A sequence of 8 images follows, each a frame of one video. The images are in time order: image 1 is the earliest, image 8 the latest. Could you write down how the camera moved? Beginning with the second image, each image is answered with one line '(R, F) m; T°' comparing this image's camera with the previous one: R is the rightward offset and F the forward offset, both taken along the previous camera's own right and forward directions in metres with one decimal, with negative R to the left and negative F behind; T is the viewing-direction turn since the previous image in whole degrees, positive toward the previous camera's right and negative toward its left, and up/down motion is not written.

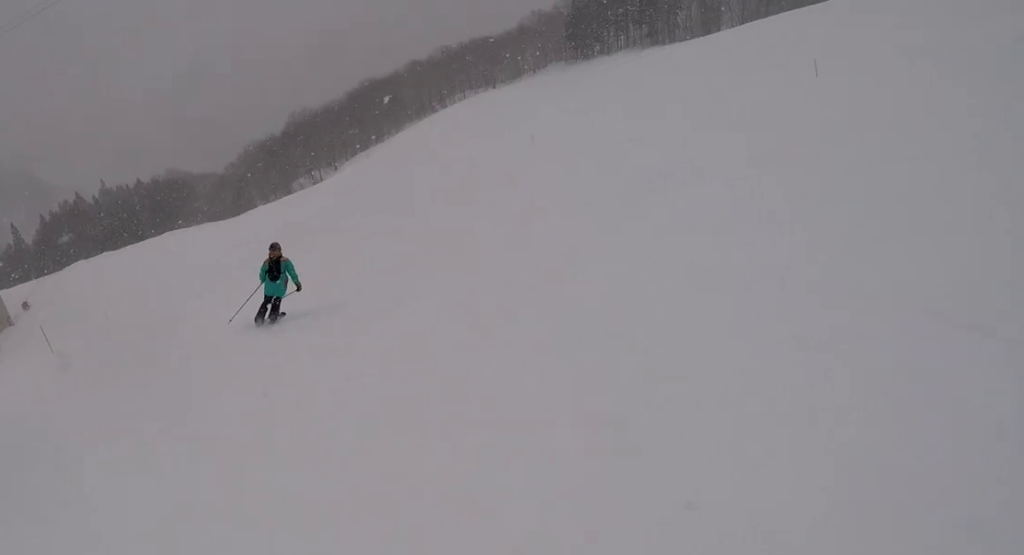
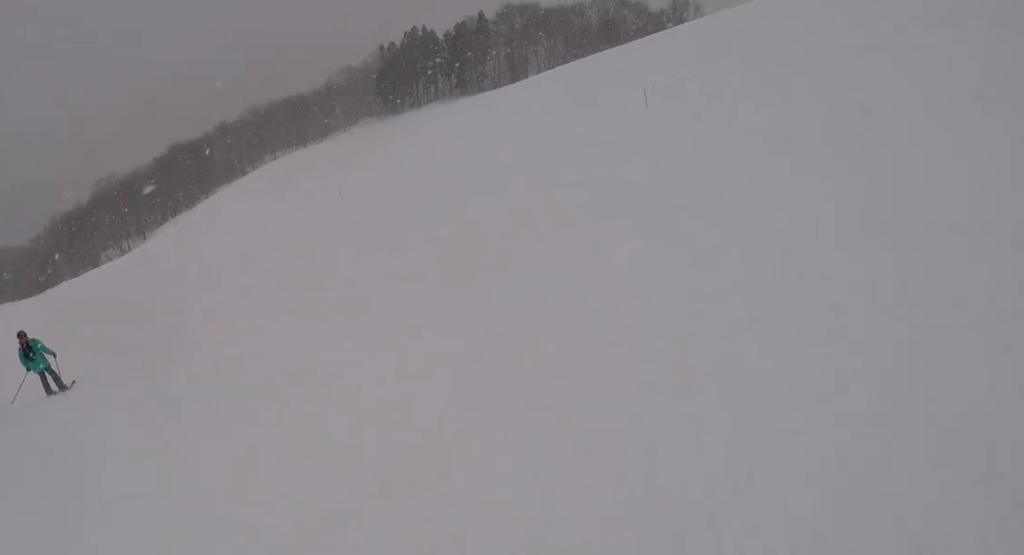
(+1.2, +4.3) m; +15°
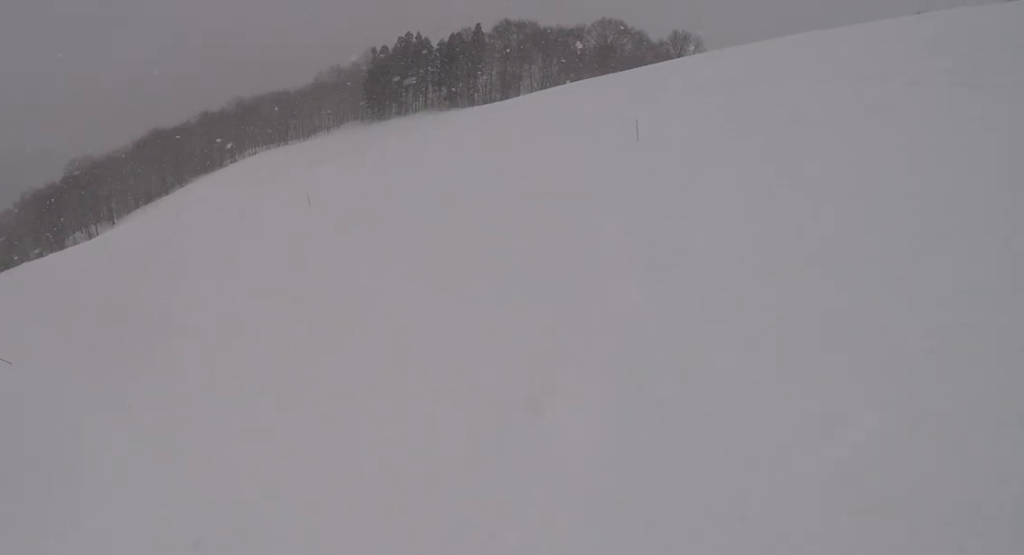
(+0.4, +2.6) m; -3°
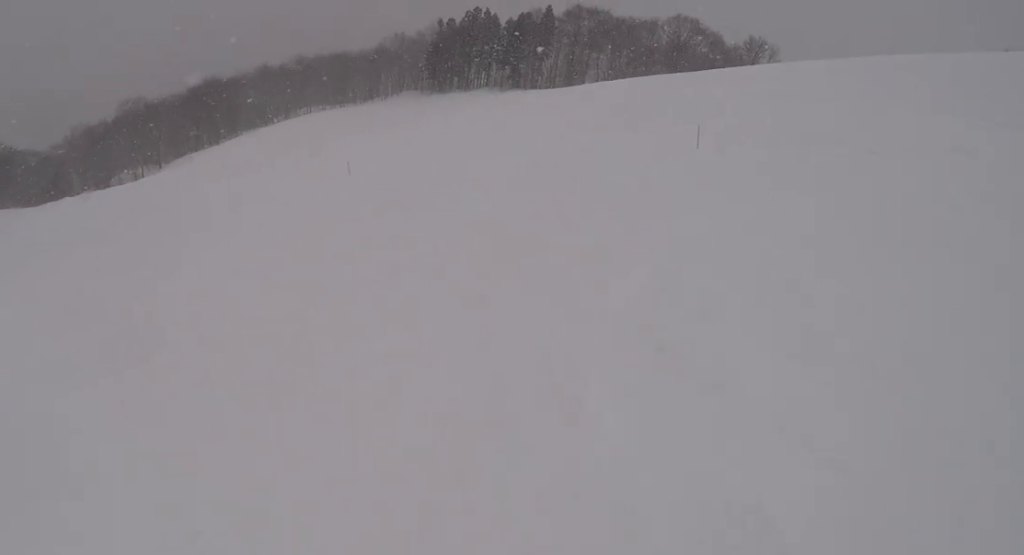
(-0.4, +2.3) m; -11°
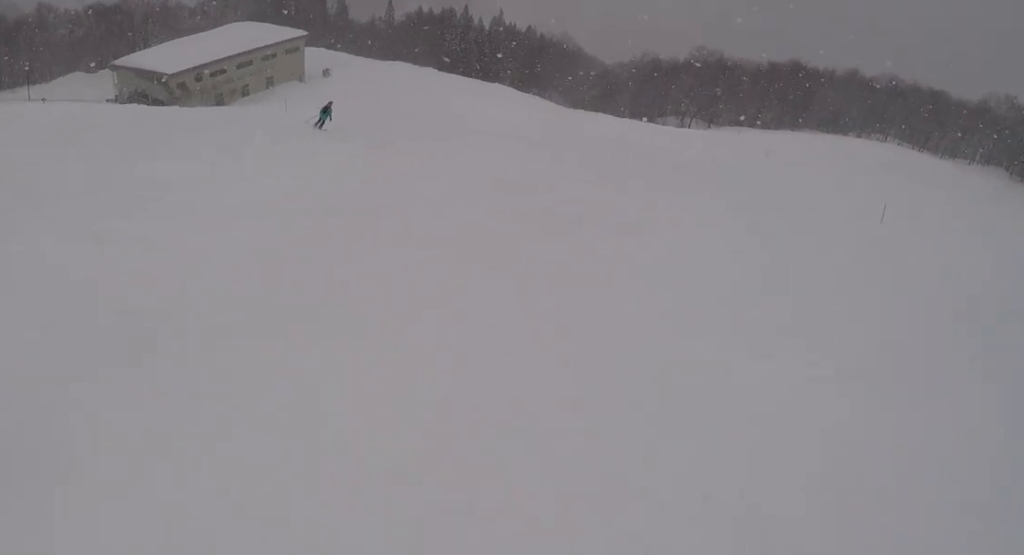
(-1.7, +6.7) m; -31°
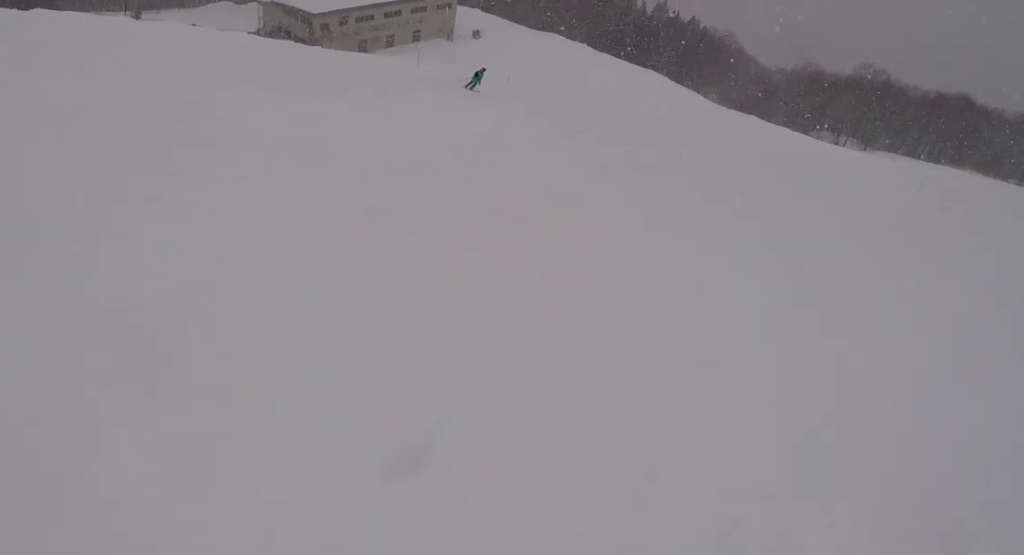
(-0.4, +2.3) m; -15°
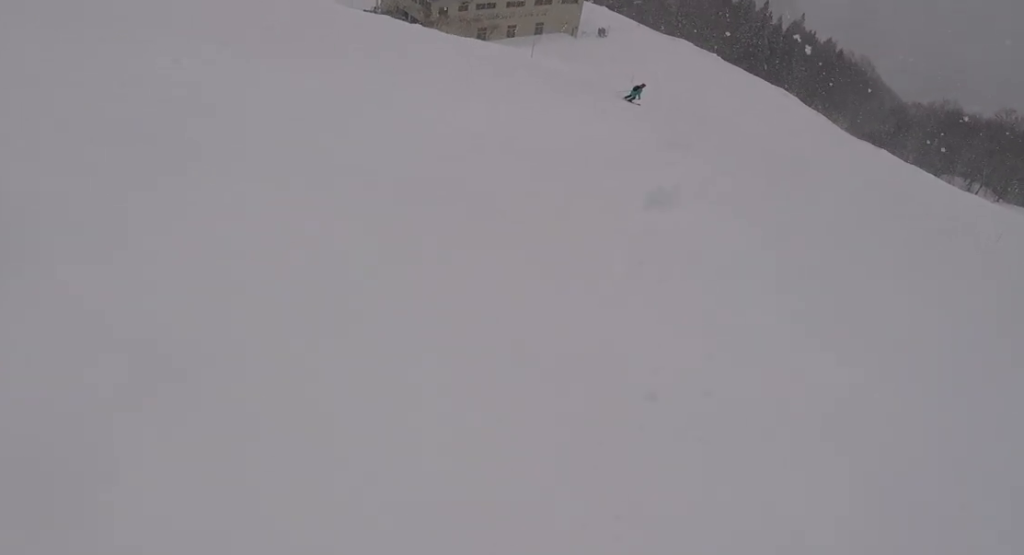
(-0.1, +2.4) m; -18°
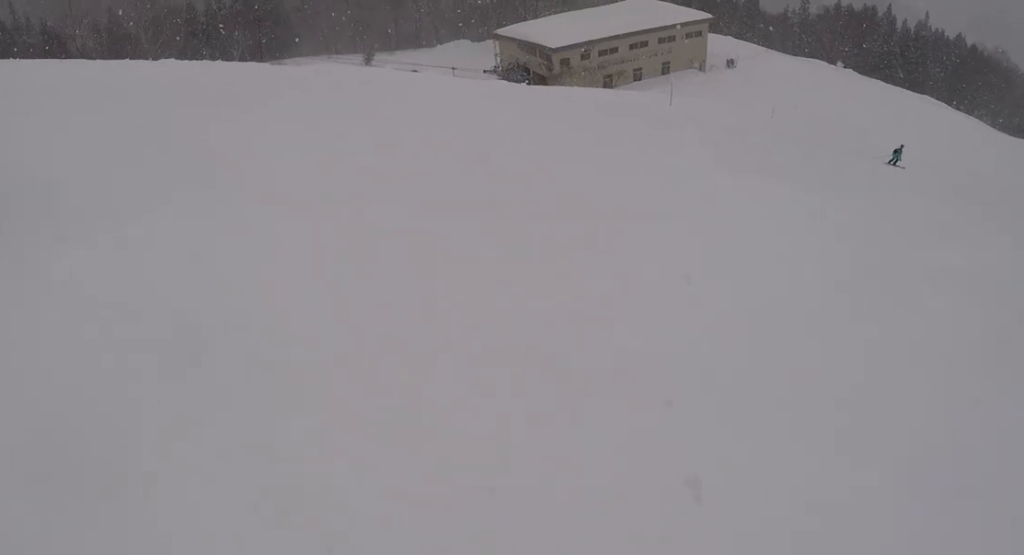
(-1.5, +4.5) m; +2°
